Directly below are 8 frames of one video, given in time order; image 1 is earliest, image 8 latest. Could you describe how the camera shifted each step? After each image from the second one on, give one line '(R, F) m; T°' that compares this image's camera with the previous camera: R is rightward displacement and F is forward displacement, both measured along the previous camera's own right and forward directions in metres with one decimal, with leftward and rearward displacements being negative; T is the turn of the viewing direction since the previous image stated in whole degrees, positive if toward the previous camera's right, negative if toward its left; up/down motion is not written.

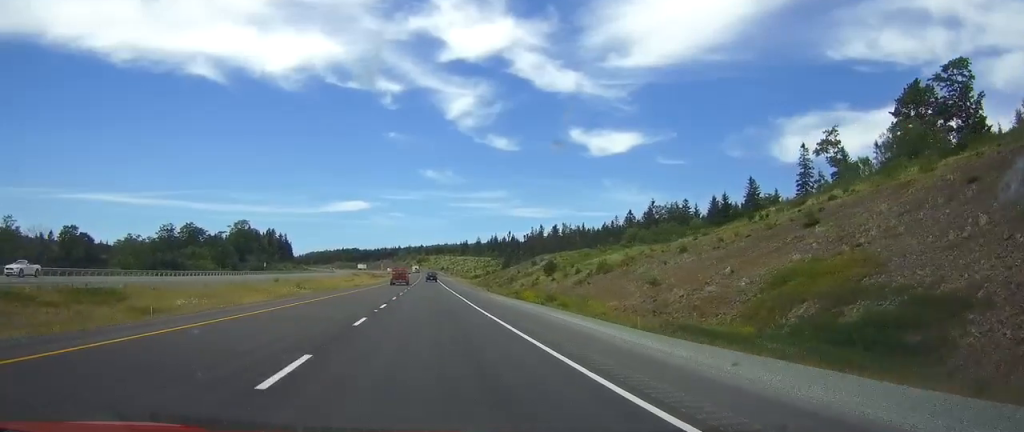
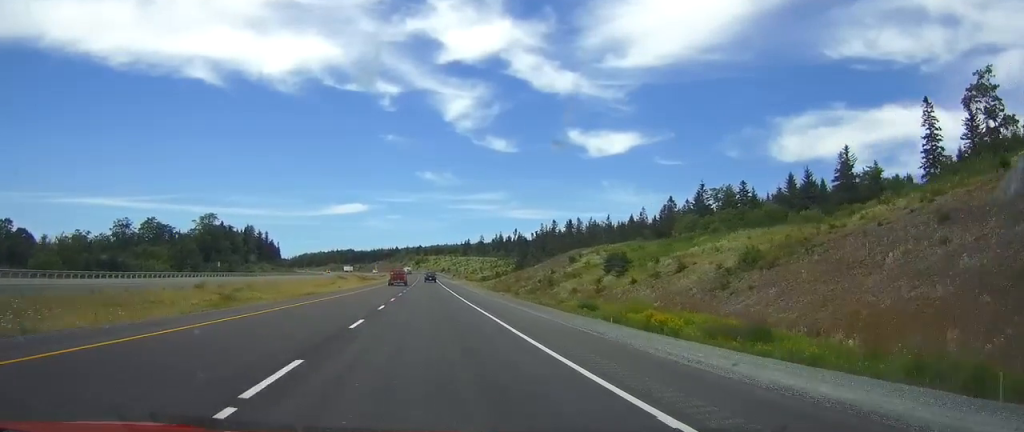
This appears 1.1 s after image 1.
(-0.1, +36.8) m; 0°
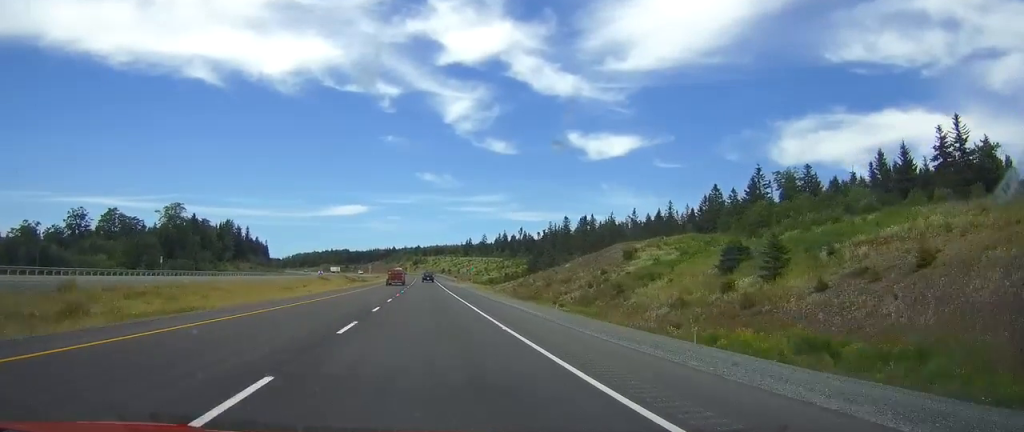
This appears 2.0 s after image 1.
(0.0, +28.8) m; 0°
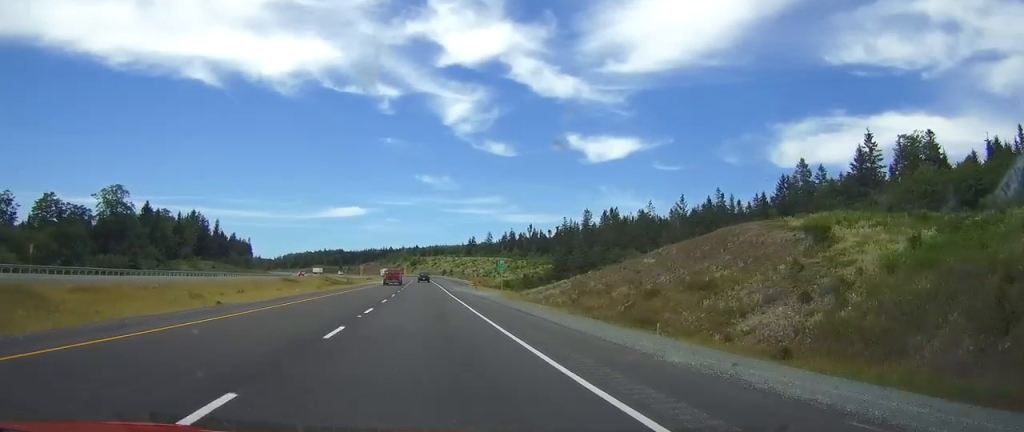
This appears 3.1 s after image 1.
(0.0, +37.5) m; 0°
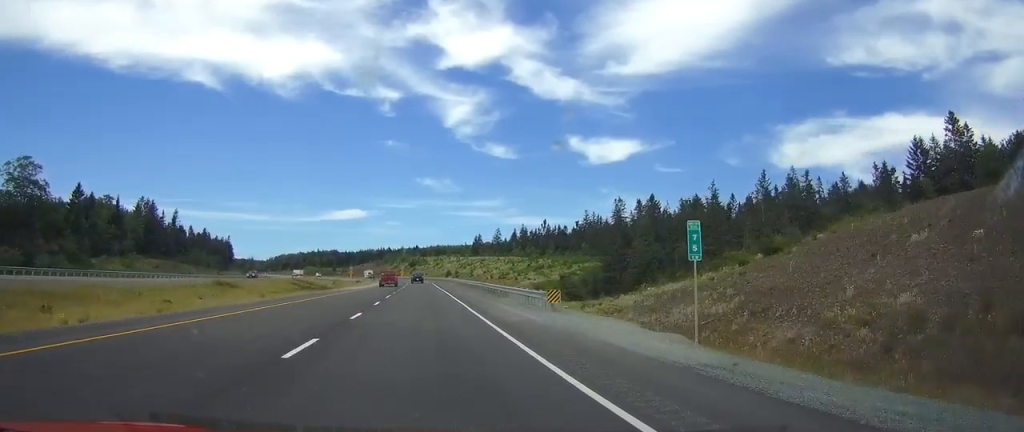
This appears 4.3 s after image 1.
(0.0, +39.4) m; 0°
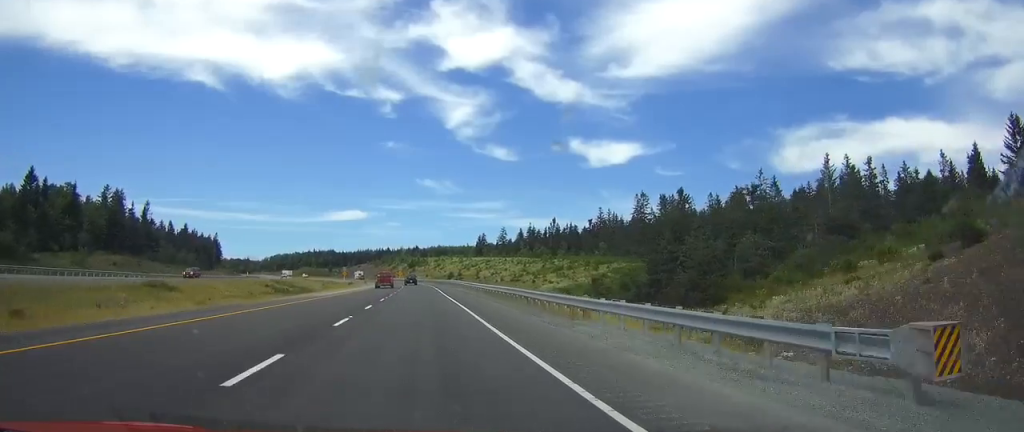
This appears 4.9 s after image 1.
(0.0, +20.7) m; 0°
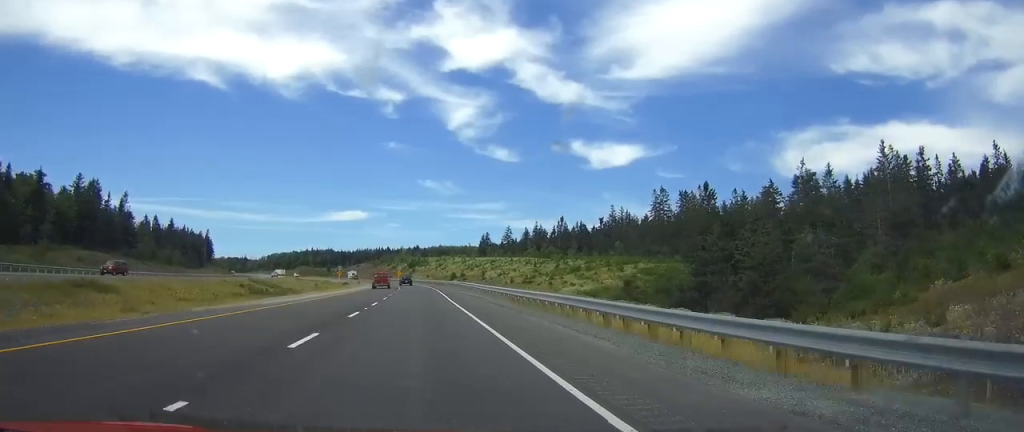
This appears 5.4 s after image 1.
(0.0, +14.1) m; 0°
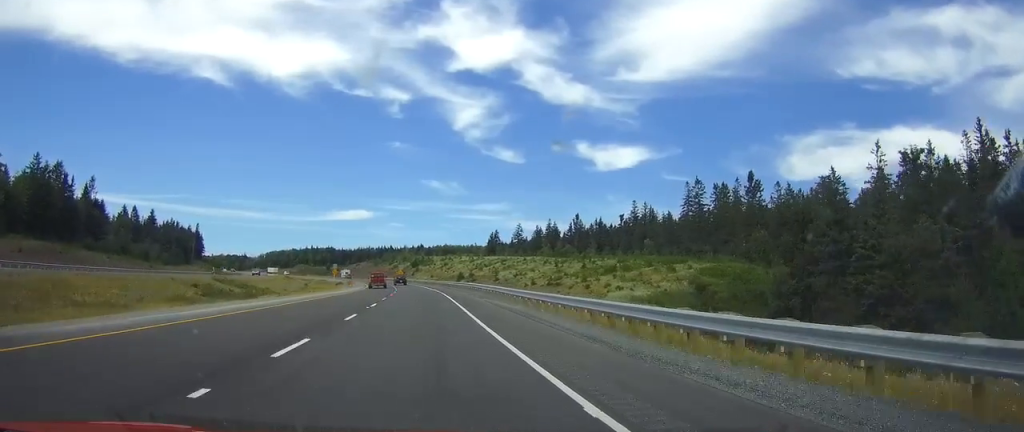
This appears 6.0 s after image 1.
(0.0, +19.4) m; 0°
